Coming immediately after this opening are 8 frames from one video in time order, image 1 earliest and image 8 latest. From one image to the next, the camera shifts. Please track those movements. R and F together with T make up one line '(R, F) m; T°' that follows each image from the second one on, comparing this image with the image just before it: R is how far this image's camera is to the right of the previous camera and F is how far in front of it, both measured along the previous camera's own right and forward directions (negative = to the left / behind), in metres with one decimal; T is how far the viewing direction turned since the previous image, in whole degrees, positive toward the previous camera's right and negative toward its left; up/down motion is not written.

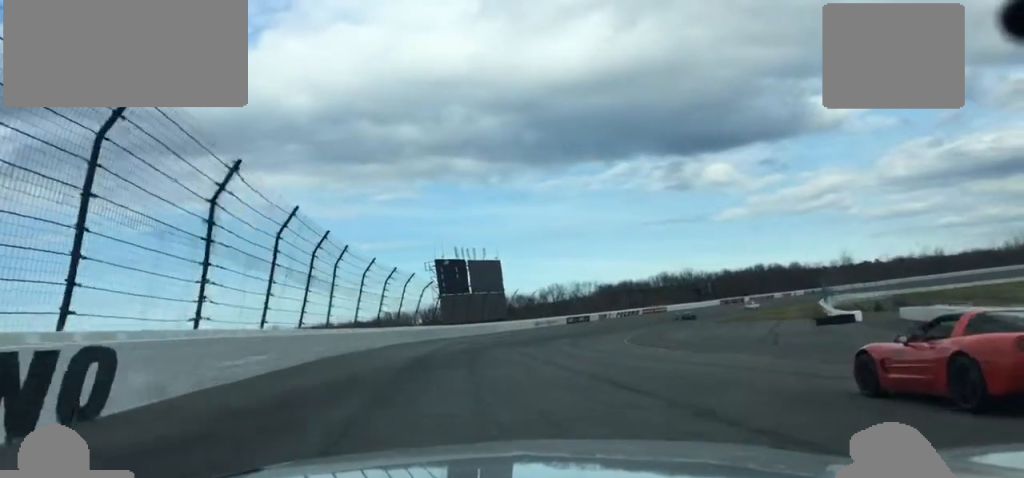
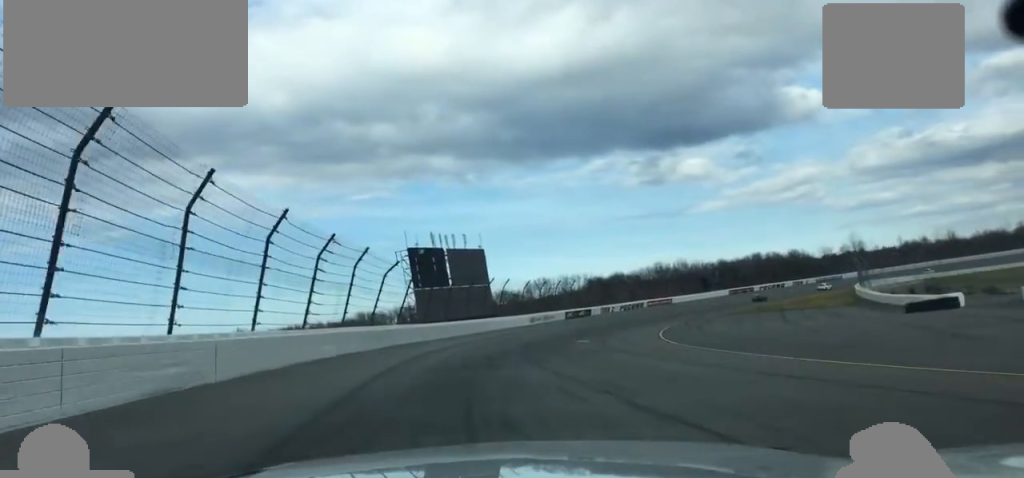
(-0.1, +21.8) m; +2°
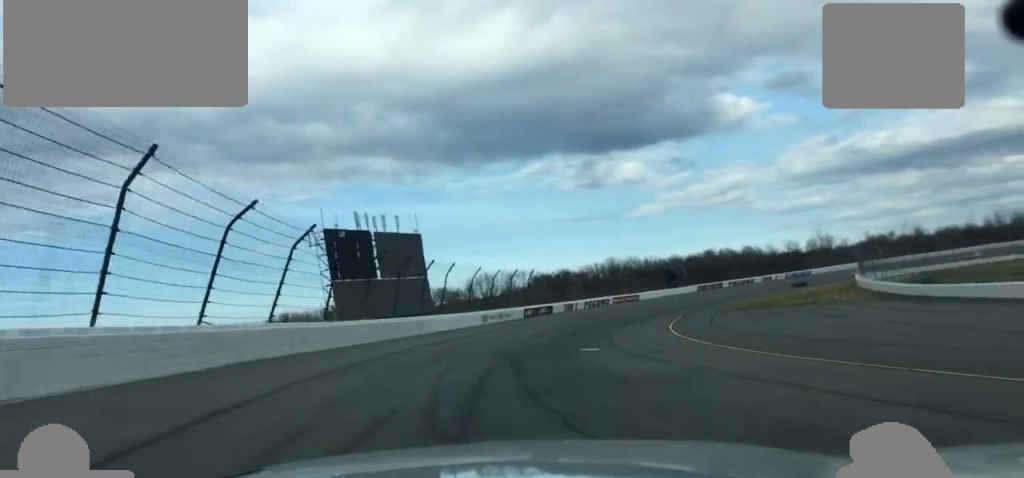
(+1.0, +25.7) m; +5°
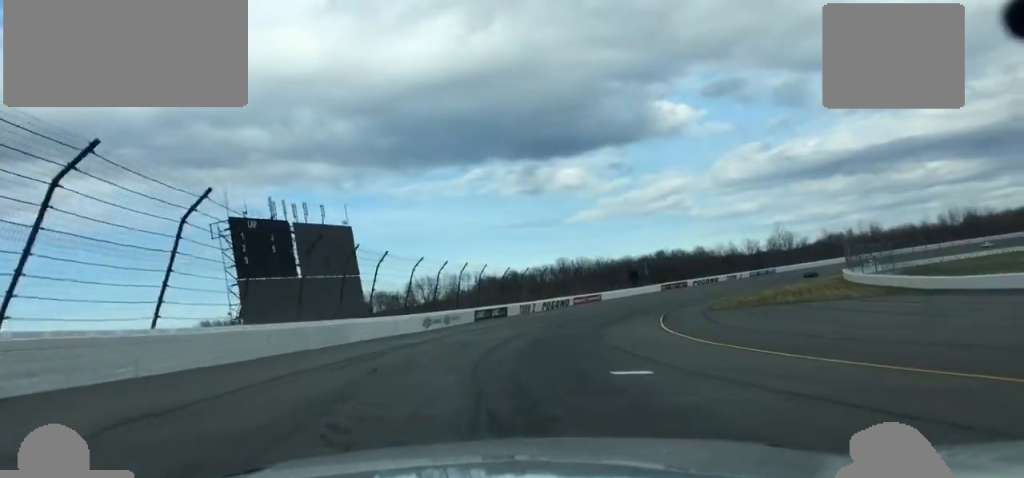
(+0.7, +16.8) m; +3°
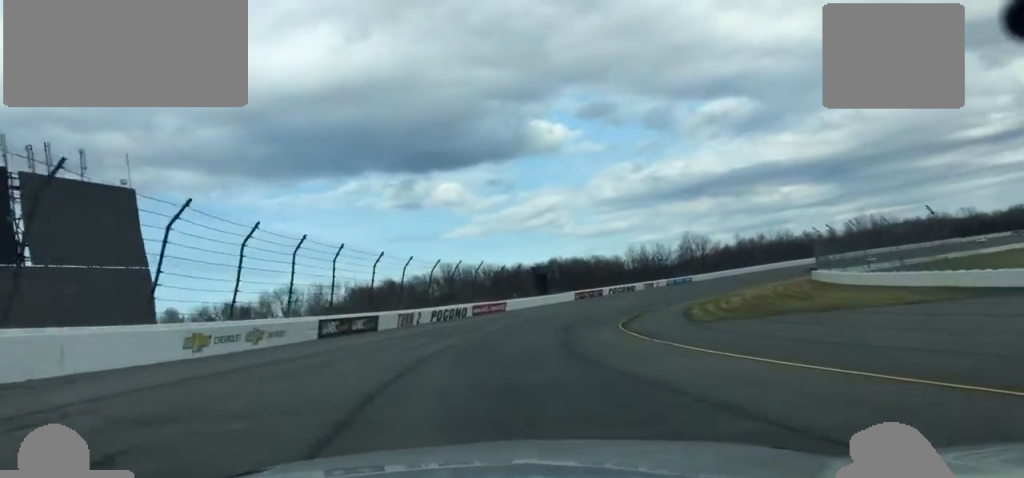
(+1.8, +32.8) m; +7°
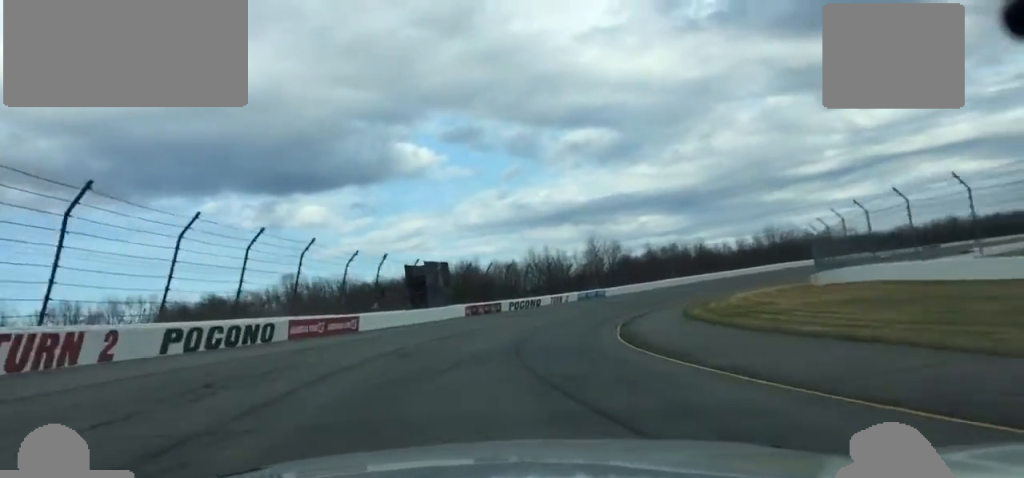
(+3.2, +40.8) m; +9°
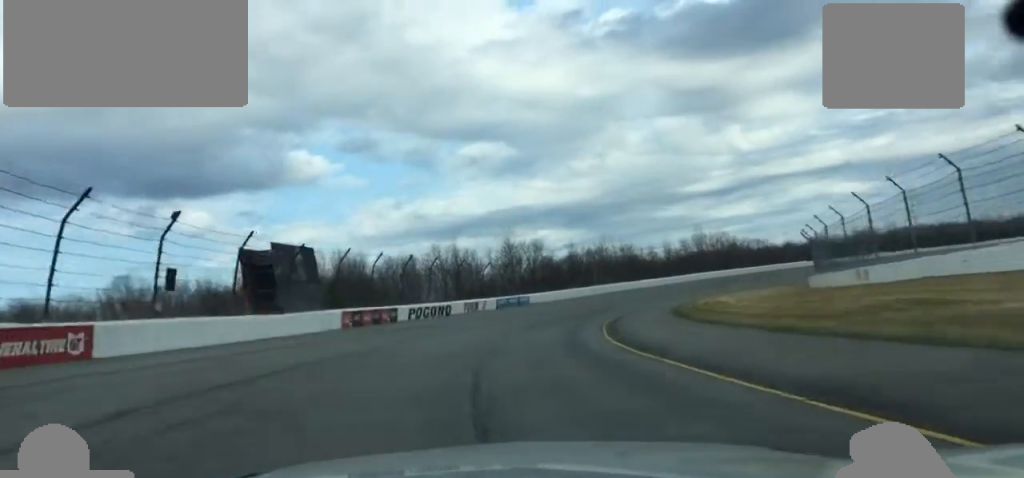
(+1.1, +27.0) m; +6°
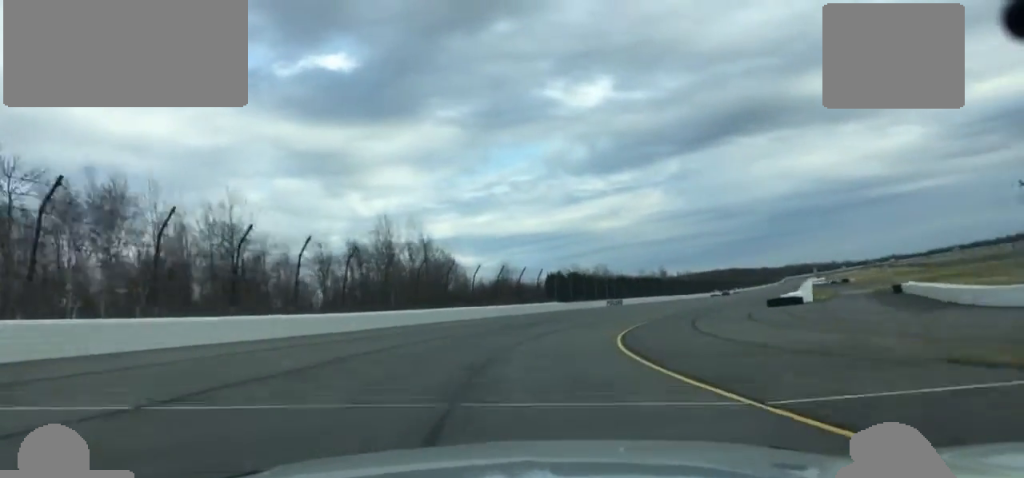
(+22.8, +106.5) m; +24°
